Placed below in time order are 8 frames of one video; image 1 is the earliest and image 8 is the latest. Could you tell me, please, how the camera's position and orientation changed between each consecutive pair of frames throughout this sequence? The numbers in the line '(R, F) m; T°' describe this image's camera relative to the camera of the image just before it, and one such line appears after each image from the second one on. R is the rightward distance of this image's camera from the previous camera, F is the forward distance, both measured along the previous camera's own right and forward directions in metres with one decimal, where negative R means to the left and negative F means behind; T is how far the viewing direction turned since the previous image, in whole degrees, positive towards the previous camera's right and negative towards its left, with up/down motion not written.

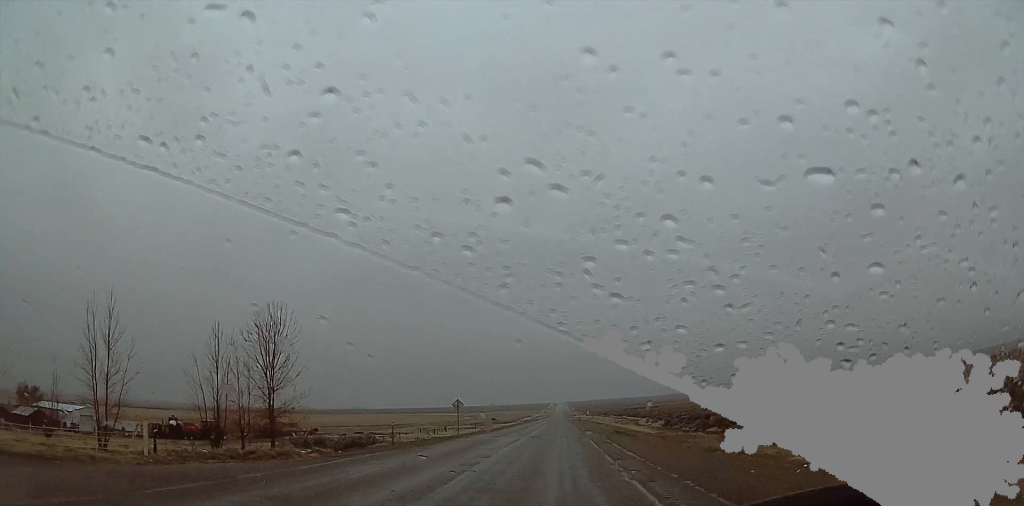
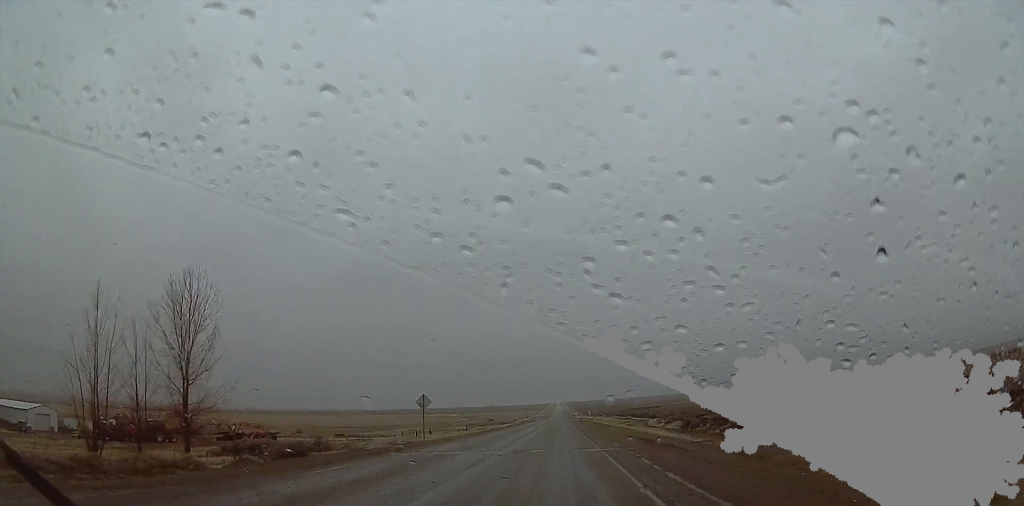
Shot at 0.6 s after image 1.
(+0.1, +16.7) m; +1°
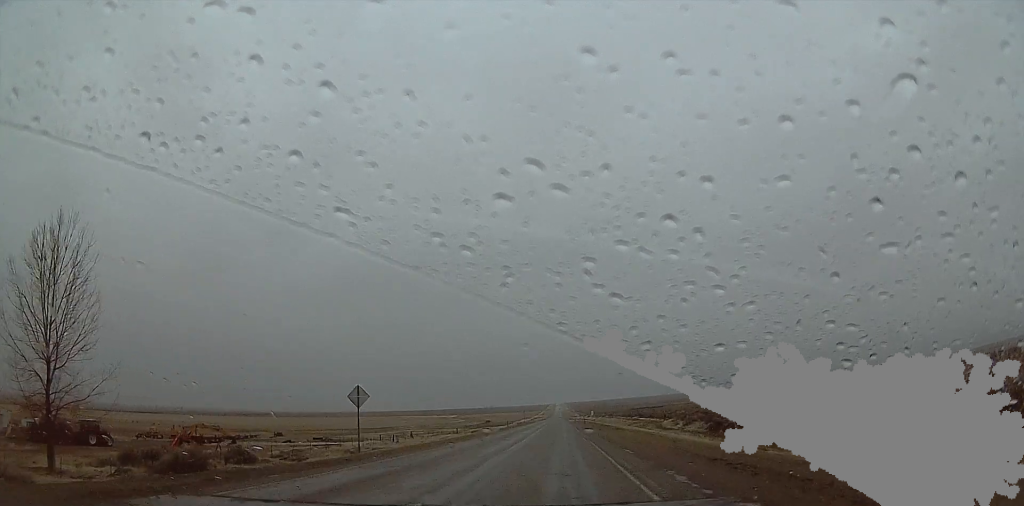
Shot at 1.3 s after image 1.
(-0.1, +16.7) m; +1°
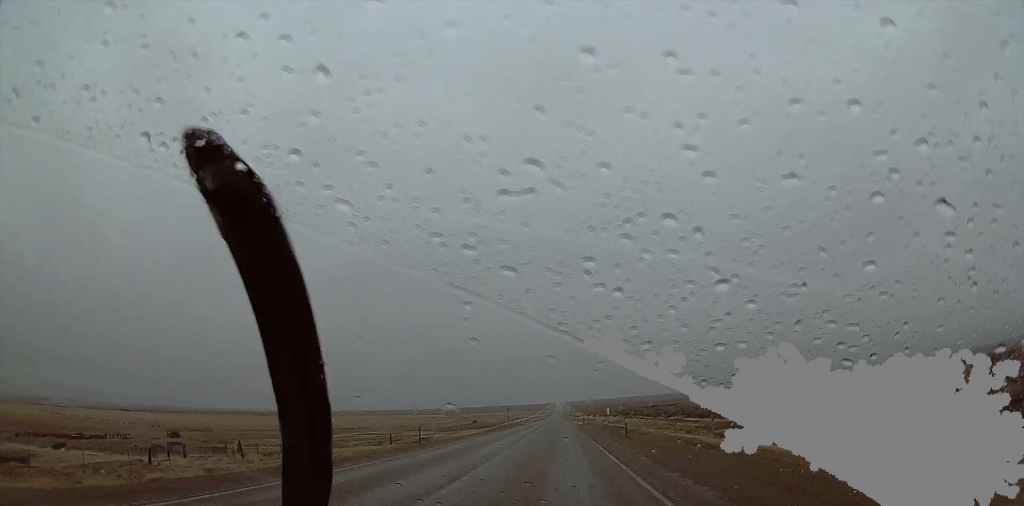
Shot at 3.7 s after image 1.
(+0.5, +64.2) m; -1°
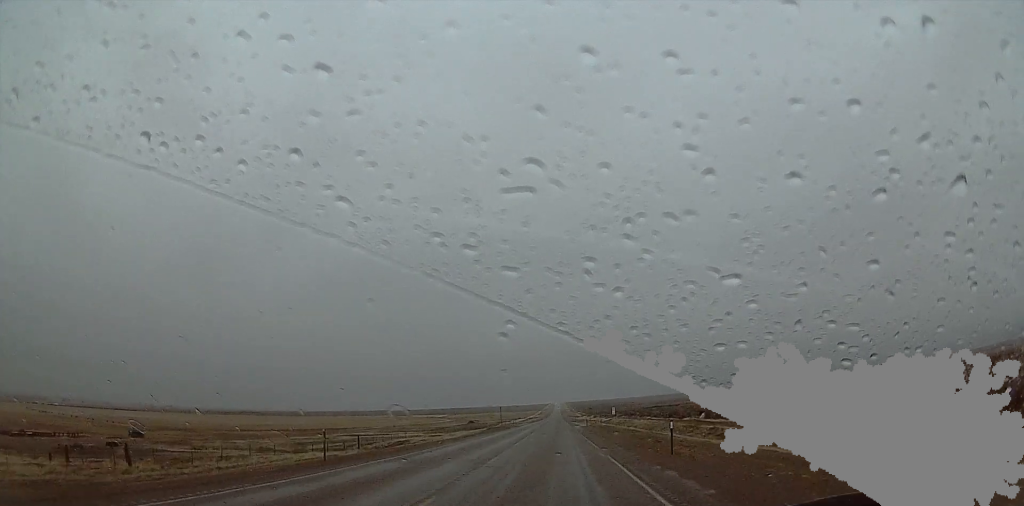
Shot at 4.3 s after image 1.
(-0.7, +15.8) m; 0°
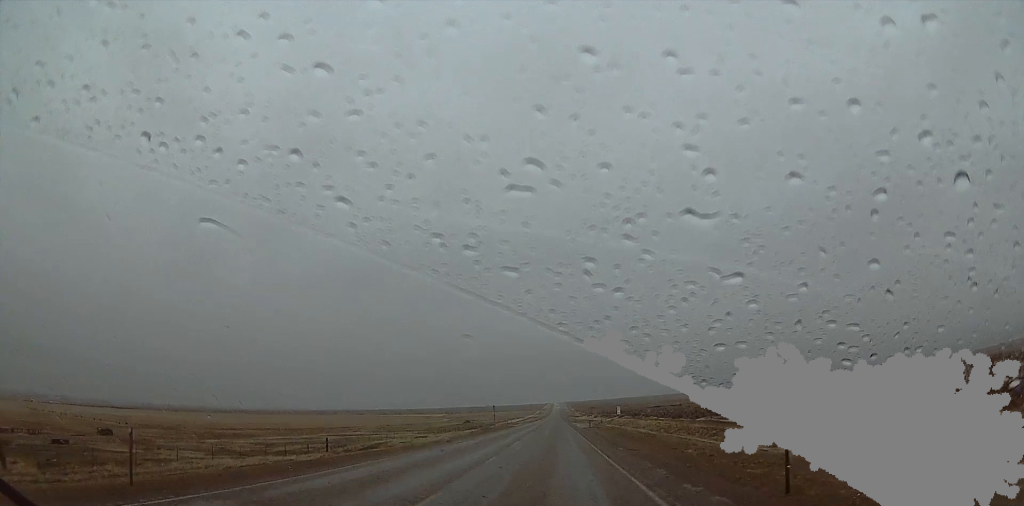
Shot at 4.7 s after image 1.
(+0.5, +11.4) m; +1°
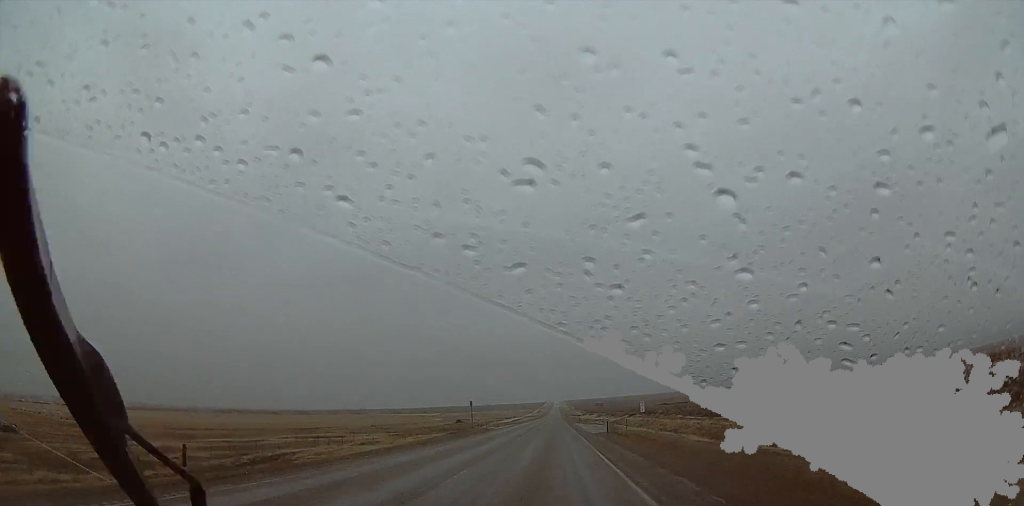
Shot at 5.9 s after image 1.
(+0.7, +29.9) m; 0°
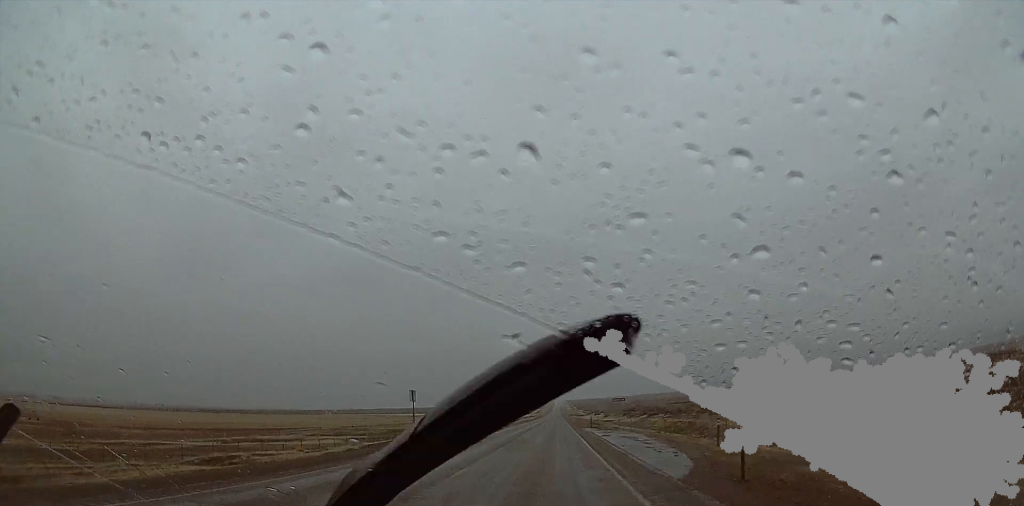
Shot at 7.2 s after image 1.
(-1.2, +35.9) m; -1°
